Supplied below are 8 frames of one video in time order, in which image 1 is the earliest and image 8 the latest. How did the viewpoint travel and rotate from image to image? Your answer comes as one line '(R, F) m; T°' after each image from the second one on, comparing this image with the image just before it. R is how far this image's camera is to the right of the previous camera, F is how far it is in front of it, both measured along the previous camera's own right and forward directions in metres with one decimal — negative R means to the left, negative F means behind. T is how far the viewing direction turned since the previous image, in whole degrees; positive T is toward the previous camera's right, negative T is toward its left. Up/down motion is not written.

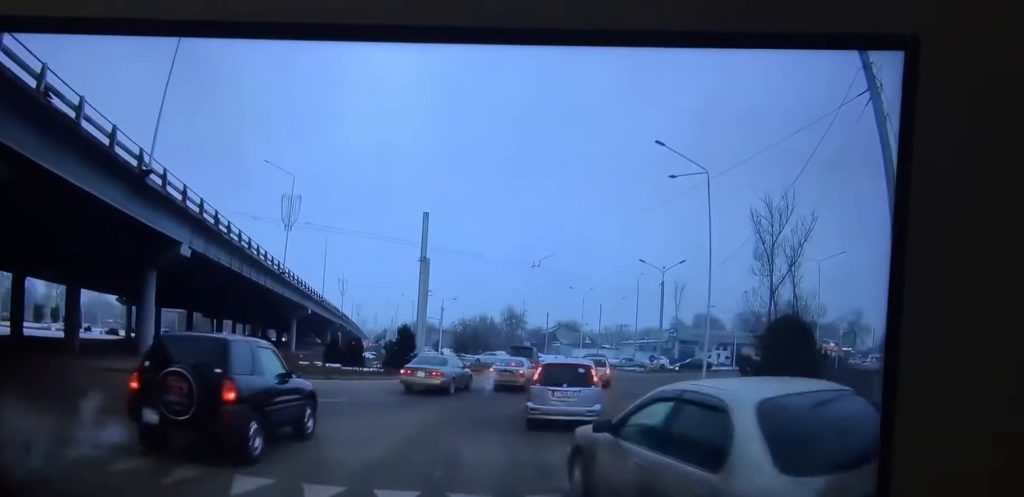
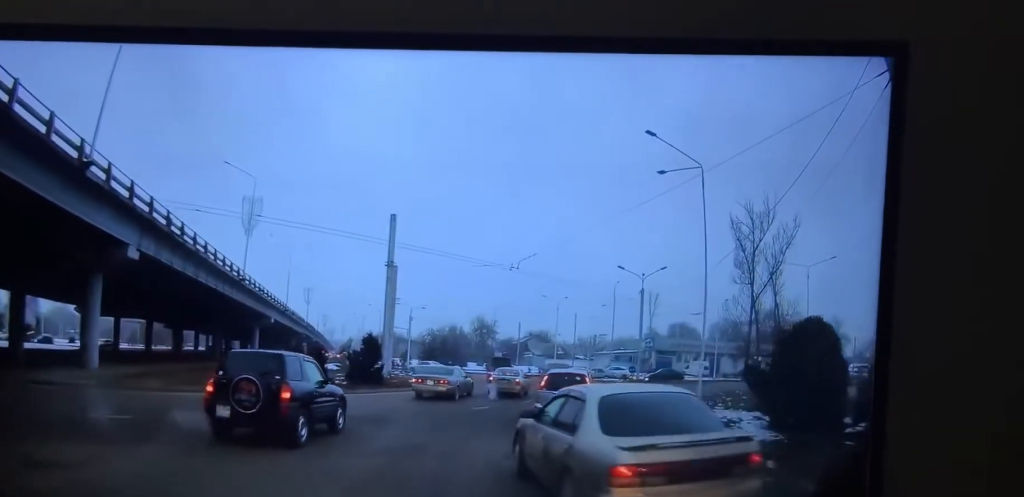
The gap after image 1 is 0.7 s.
(-0.1, +2.1) m; -4°
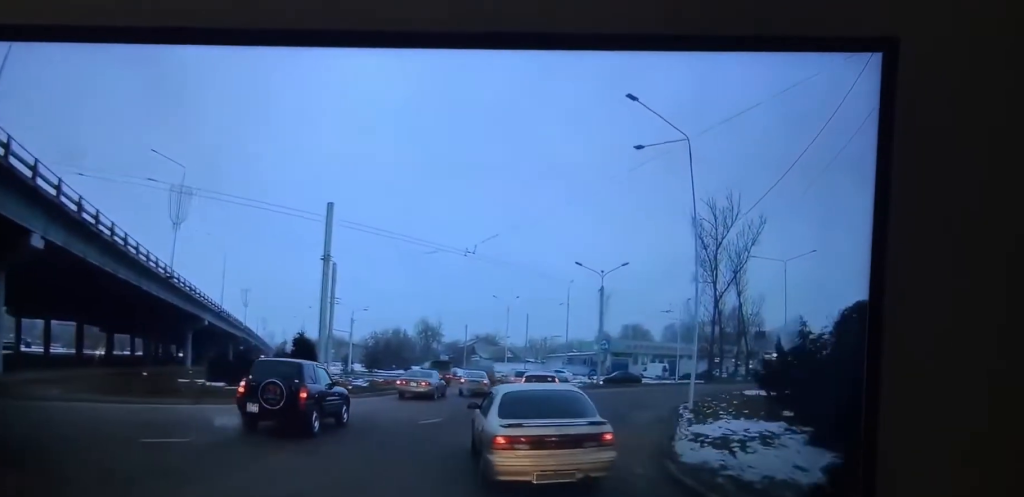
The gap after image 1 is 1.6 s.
(-0.3, +3.3) m; +5°
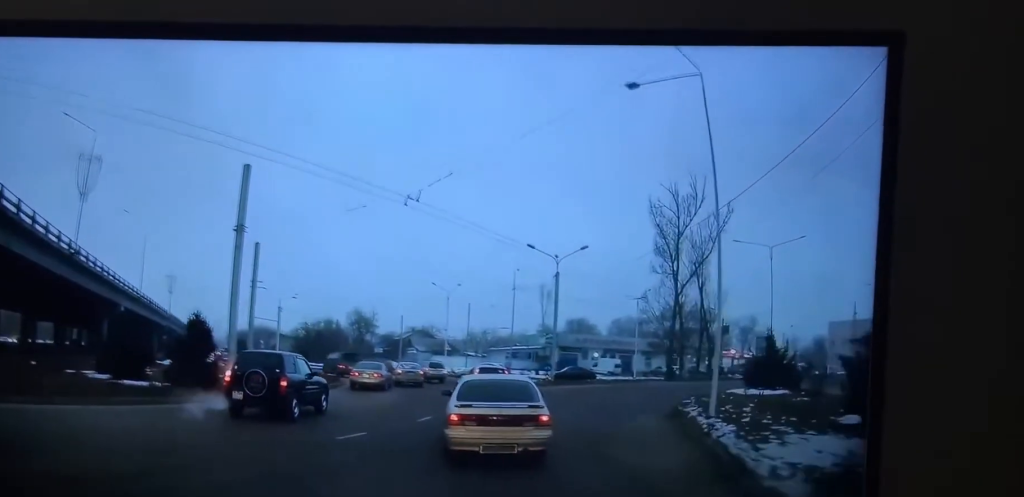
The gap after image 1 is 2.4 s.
(+0.6, +4.6) m; +7°
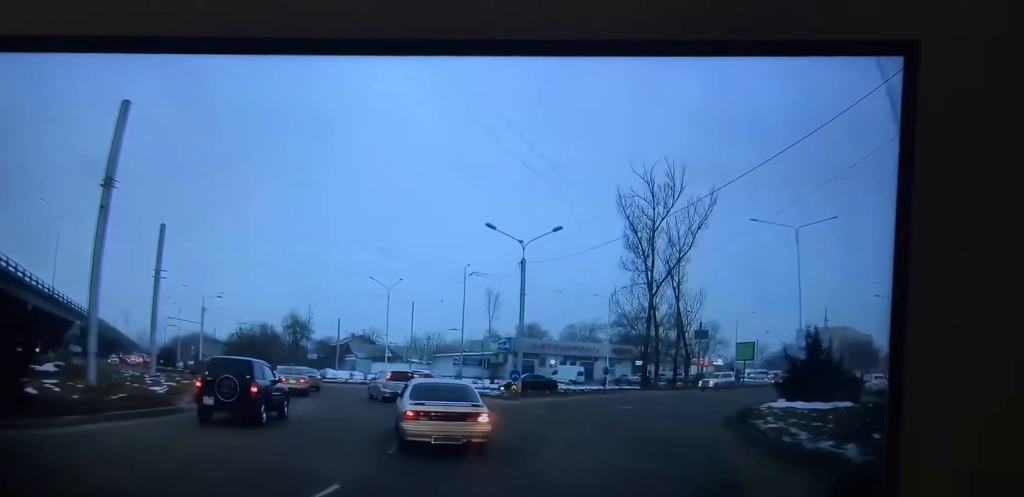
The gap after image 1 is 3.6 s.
(+0.1, +8.6) m; +2°
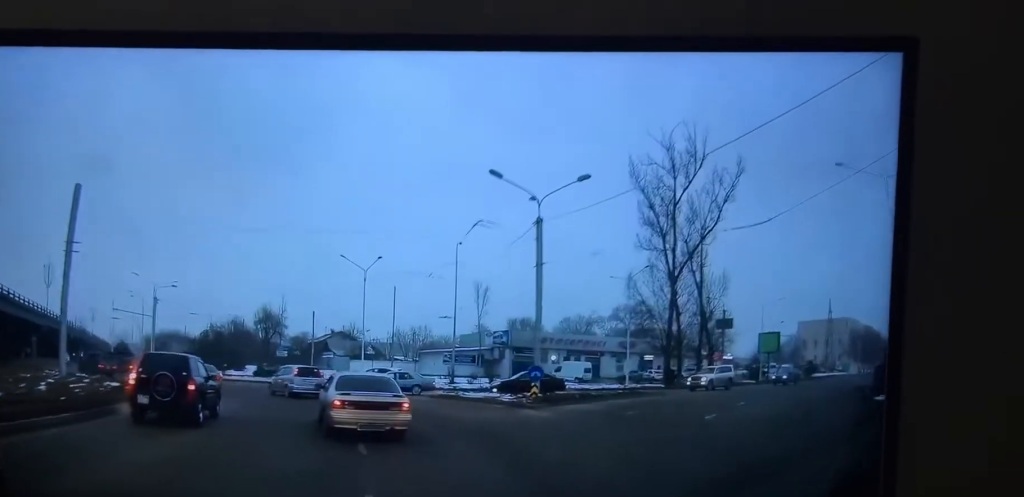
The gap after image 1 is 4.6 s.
(+0.2, +9.6) m; 0°
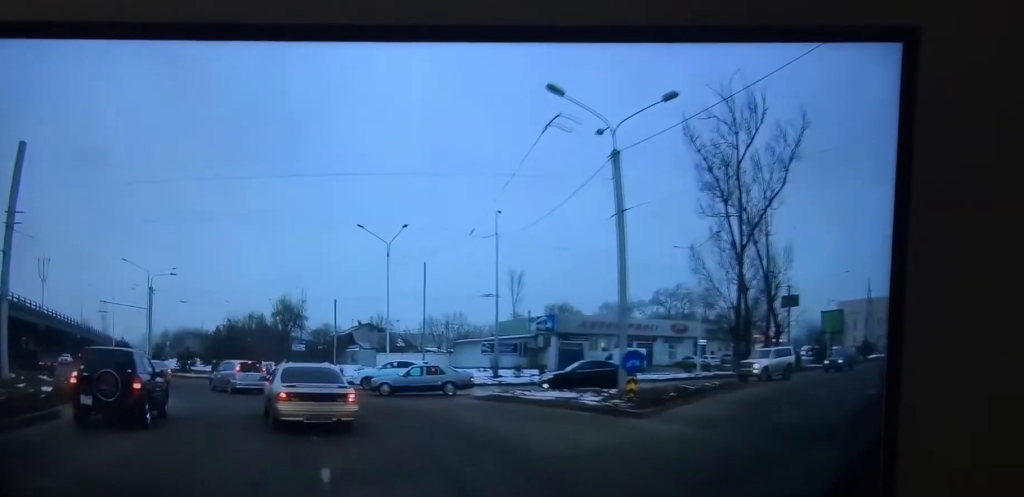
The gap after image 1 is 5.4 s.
(+0.1, +7.8) m; -4°
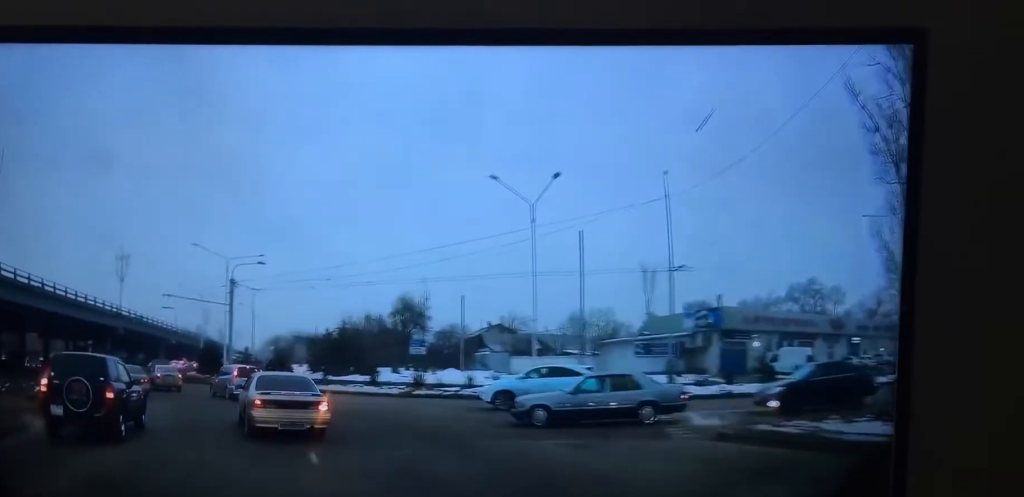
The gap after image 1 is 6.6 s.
(-1.5, +11.5) m; -17°
